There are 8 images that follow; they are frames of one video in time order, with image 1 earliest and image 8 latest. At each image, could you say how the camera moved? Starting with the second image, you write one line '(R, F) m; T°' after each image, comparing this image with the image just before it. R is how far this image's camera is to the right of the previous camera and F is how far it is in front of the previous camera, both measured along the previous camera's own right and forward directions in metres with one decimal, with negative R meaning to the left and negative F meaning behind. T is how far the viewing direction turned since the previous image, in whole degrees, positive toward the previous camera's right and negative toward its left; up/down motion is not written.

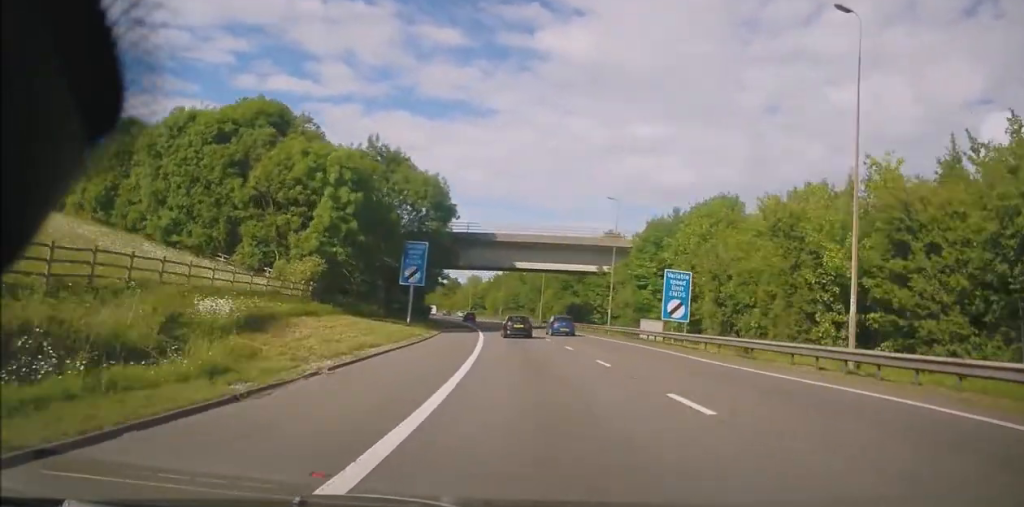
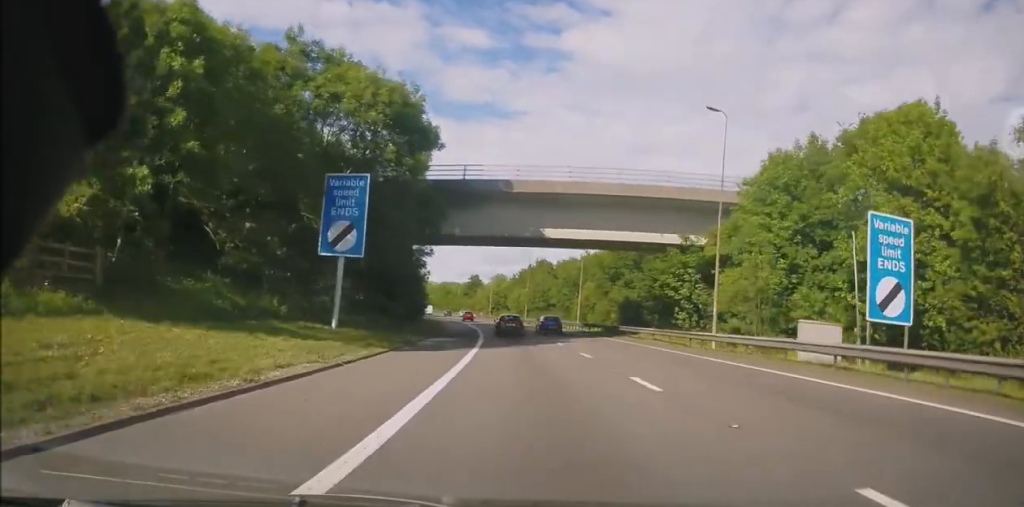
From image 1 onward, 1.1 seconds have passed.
(-0.7, +23.1) m; -3°
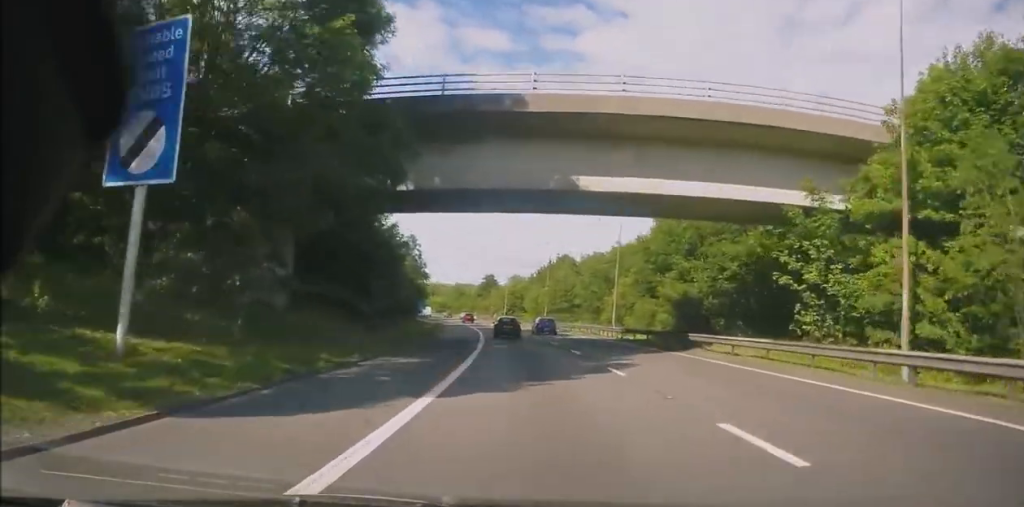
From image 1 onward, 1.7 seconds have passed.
(-0.3, +14.3) m; -1°
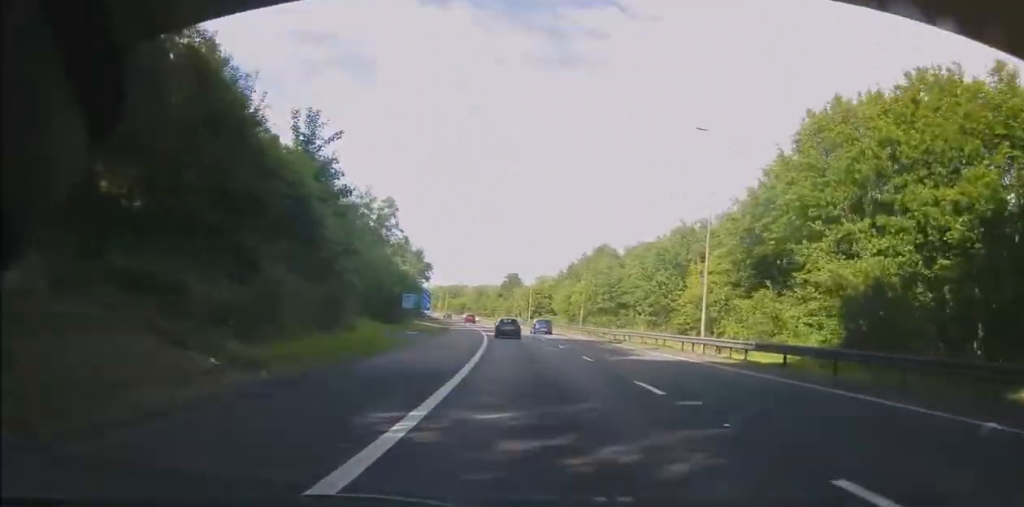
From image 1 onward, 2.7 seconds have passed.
(-0.2, +19.8) m; -2°
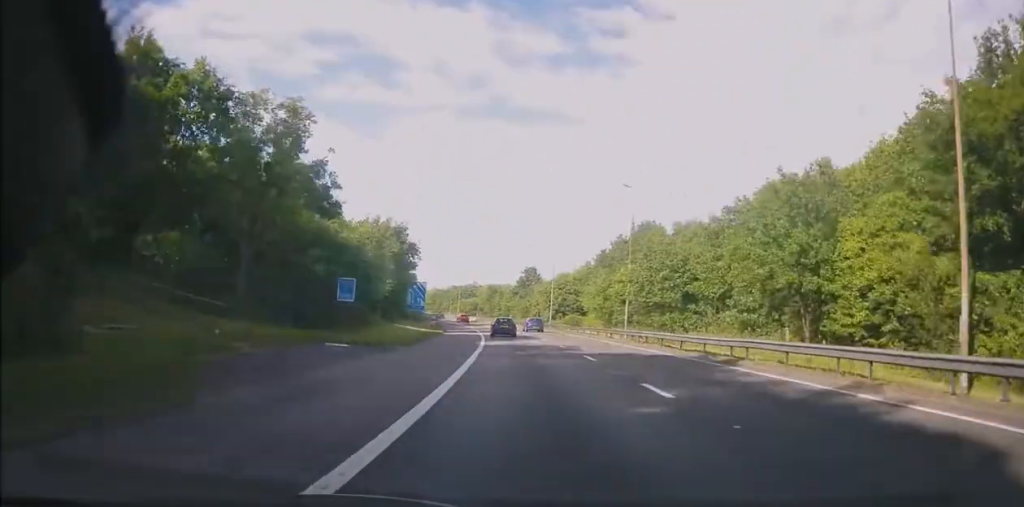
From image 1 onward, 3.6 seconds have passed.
(-0.5, +19.0) m; -2°
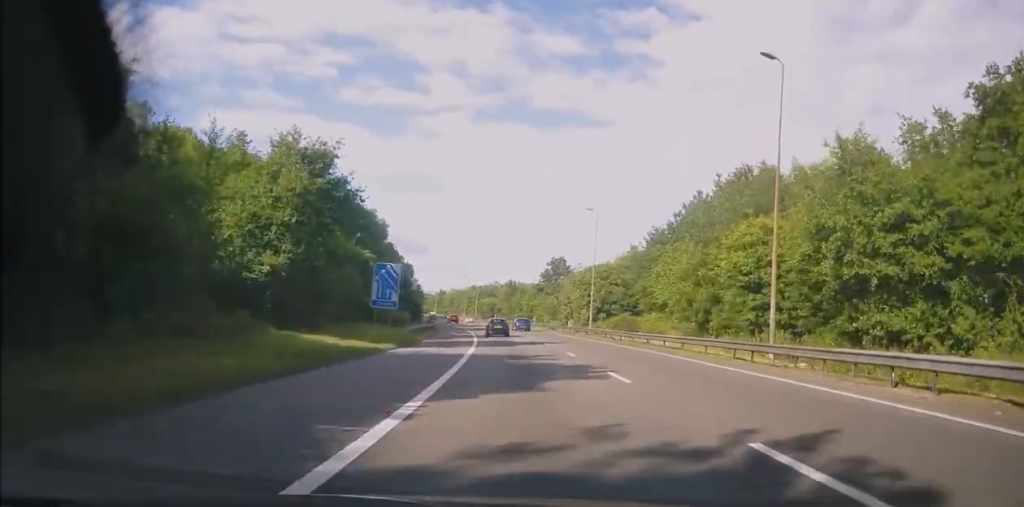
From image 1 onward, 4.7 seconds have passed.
(-0.5, +24.7) m; -2°
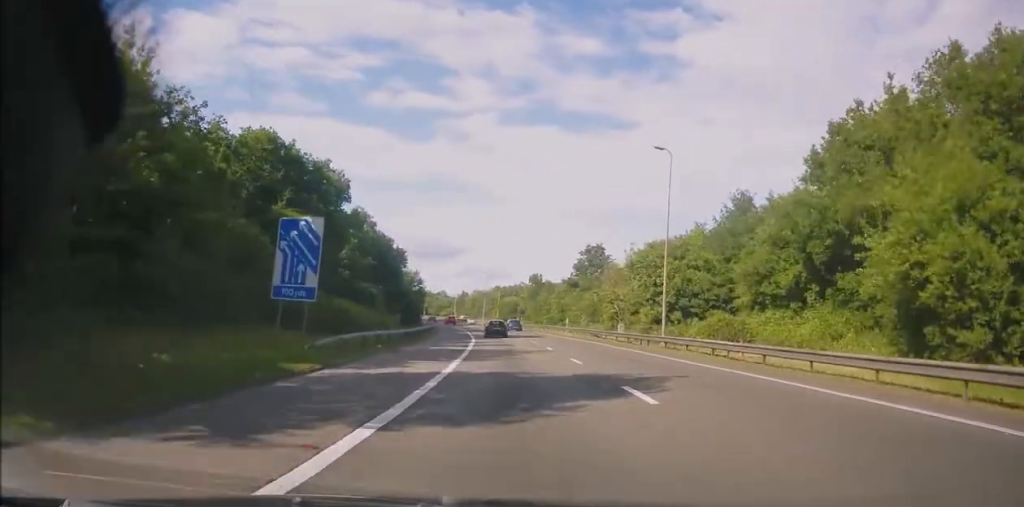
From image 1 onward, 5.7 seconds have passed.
(-0.5, +21.4) m; -3°
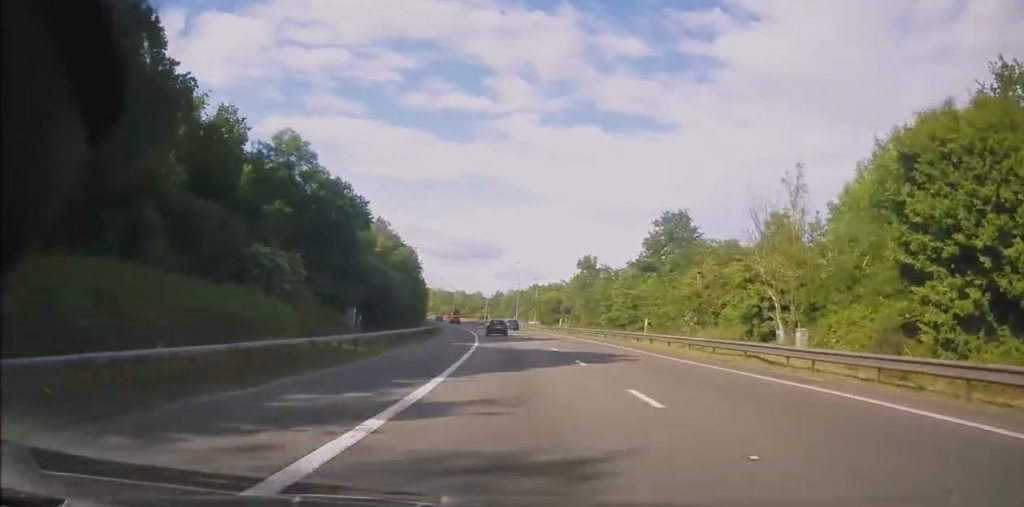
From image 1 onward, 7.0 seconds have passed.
(-0.9, +28.1) m; -4°
